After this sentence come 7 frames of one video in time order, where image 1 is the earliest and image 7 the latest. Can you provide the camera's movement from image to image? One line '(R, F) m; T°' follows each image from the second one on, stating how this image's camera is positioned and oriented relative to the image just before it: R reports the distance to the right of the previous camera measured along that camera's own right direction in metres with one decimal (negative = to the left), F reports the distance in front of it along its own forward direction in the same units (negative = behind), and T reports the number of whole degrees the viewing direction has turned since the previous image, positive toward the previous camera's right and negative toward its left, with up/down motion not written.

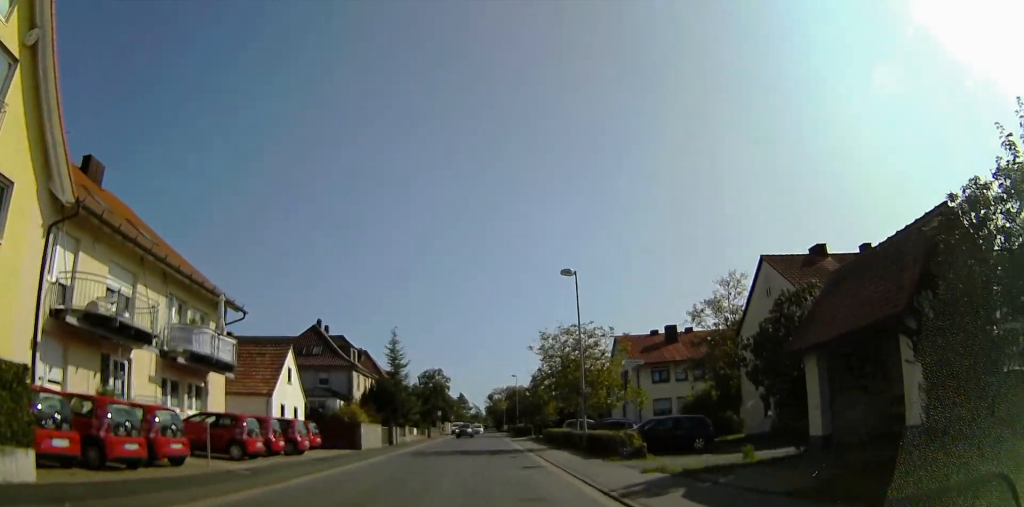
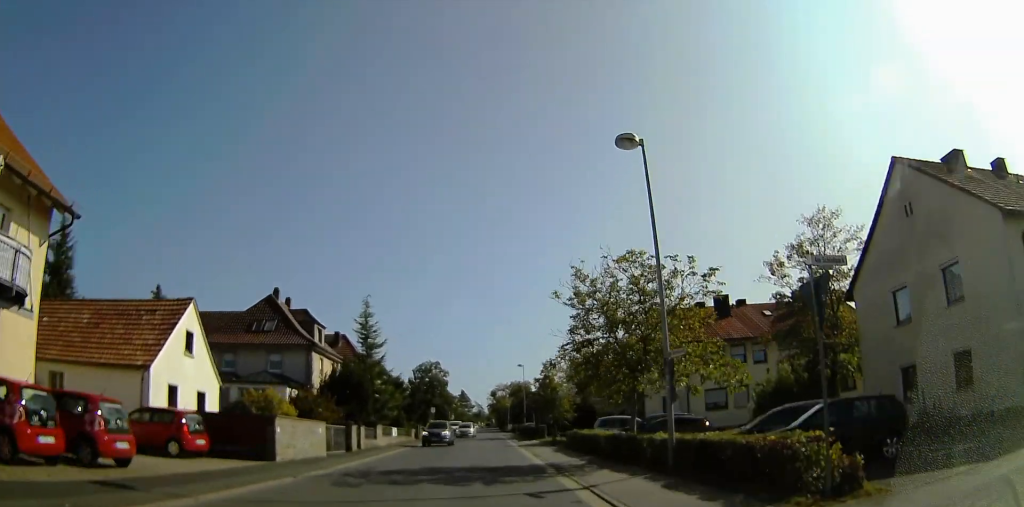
(+0.6, +13.2) m; +1°
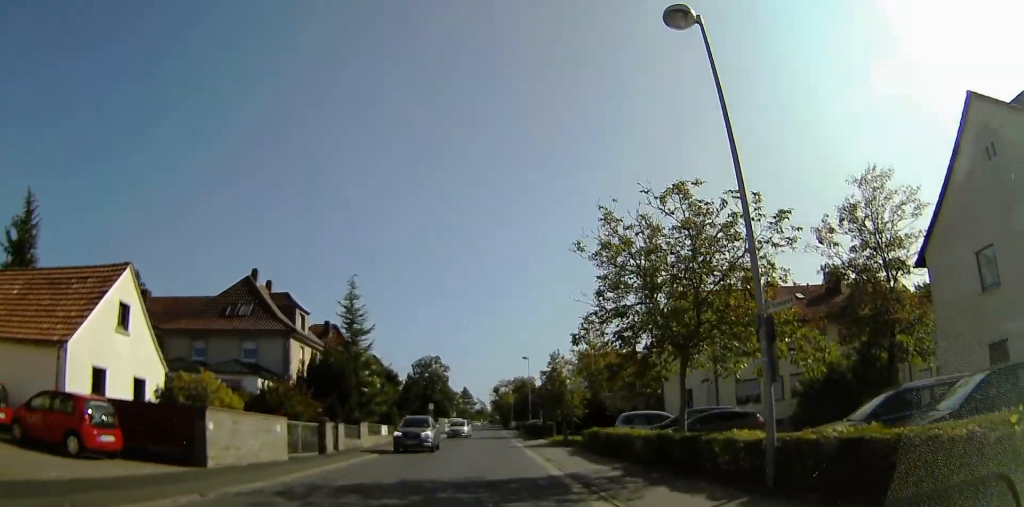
(-0.1, +5.2) m; -1°
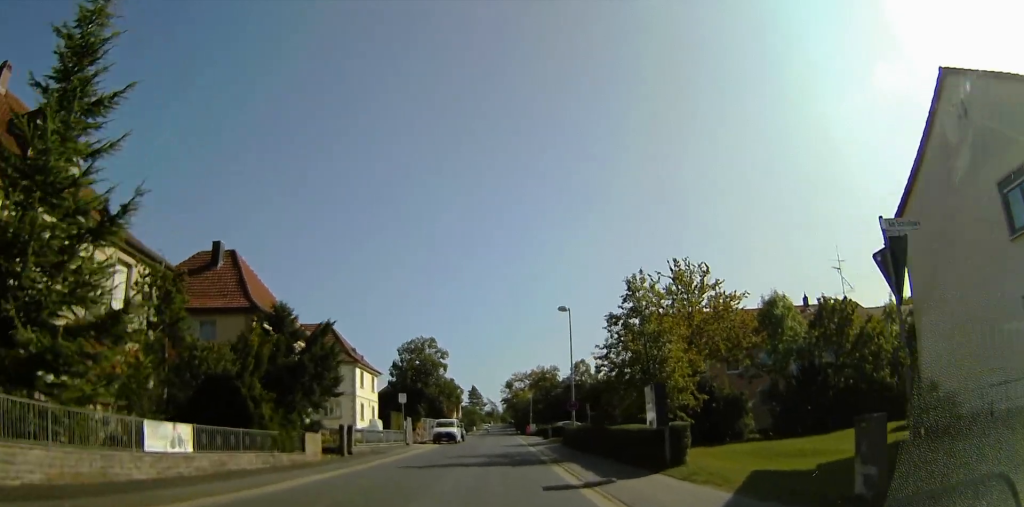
(-0.3, +27.9) m; 0°
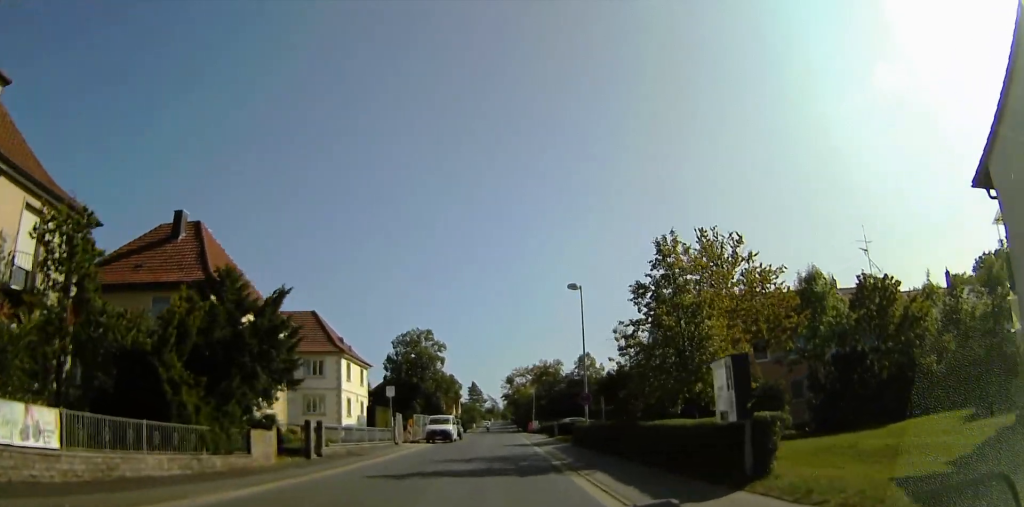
(0.0, +4.7) m; 0°
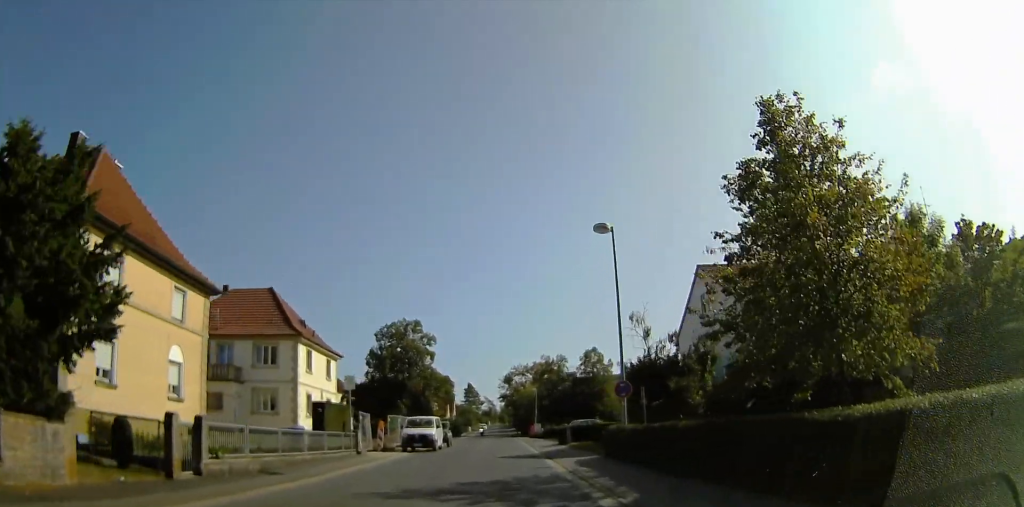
(-0.1, +9.1) m; 0°
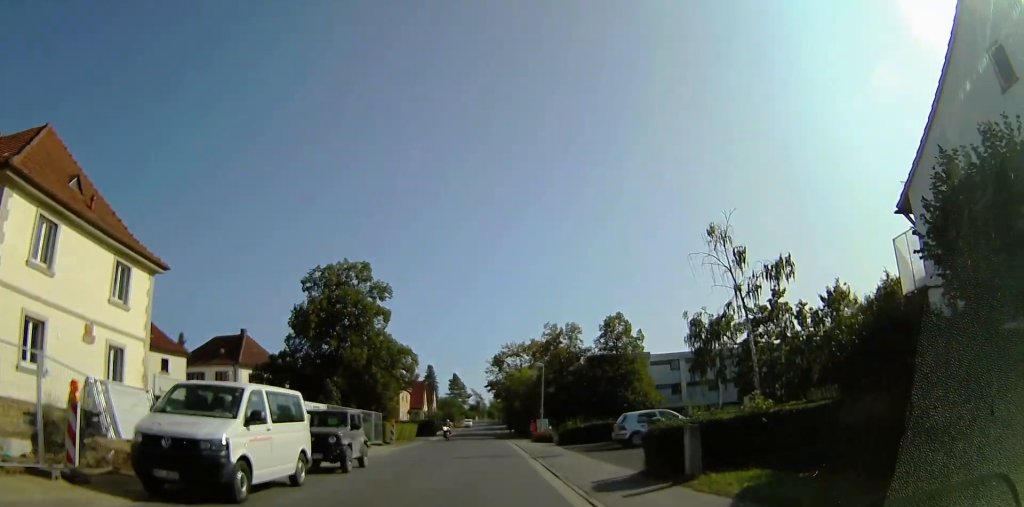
(+0.3, +23.7) m; +2°
